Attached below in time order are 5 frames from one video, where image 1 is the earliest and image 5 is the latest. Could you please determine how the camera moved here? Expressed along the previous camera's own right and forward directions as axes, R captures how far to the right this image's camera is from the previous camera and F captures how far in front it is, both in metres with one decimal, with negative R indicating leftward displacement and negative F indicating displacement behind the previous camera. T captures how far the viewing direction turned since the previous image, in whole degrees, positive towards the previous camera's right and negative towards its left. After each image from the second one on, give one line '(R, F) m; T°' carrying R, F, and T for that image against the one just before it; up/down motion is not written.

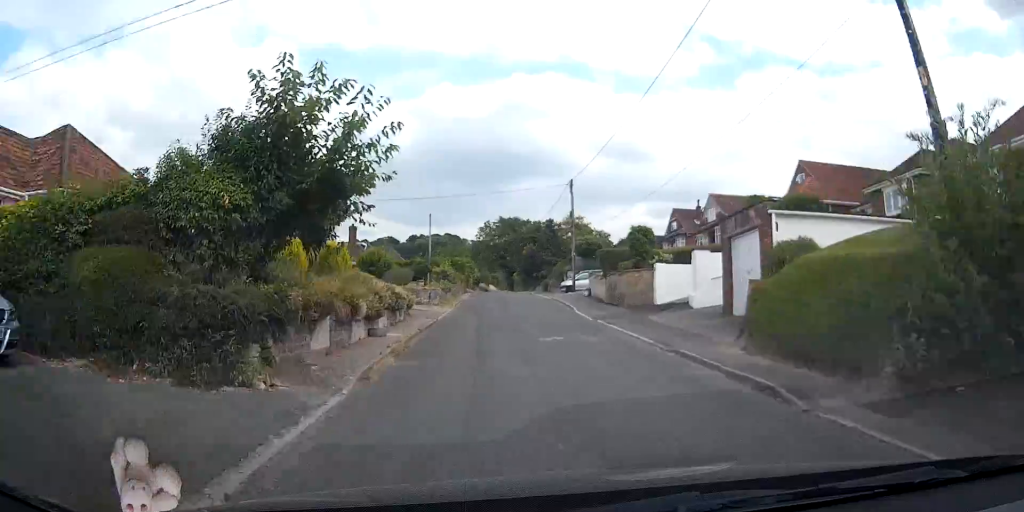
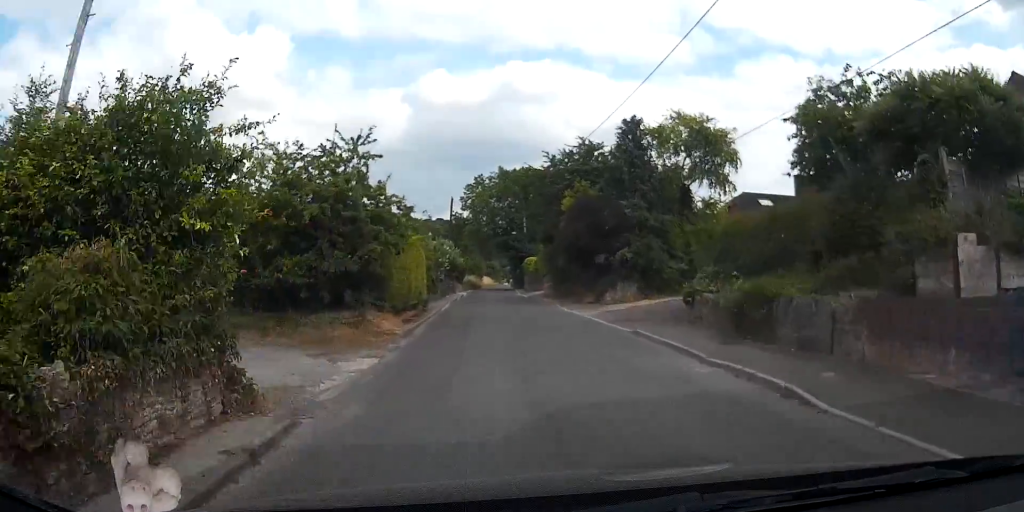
(+0.6, +47.1) m; +1°
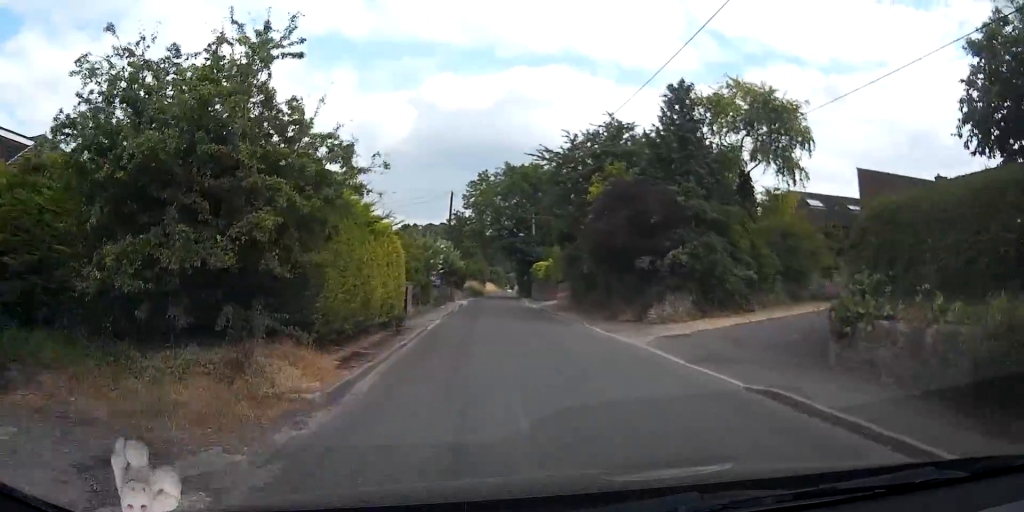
(-0.1, +7.0) m; +1°
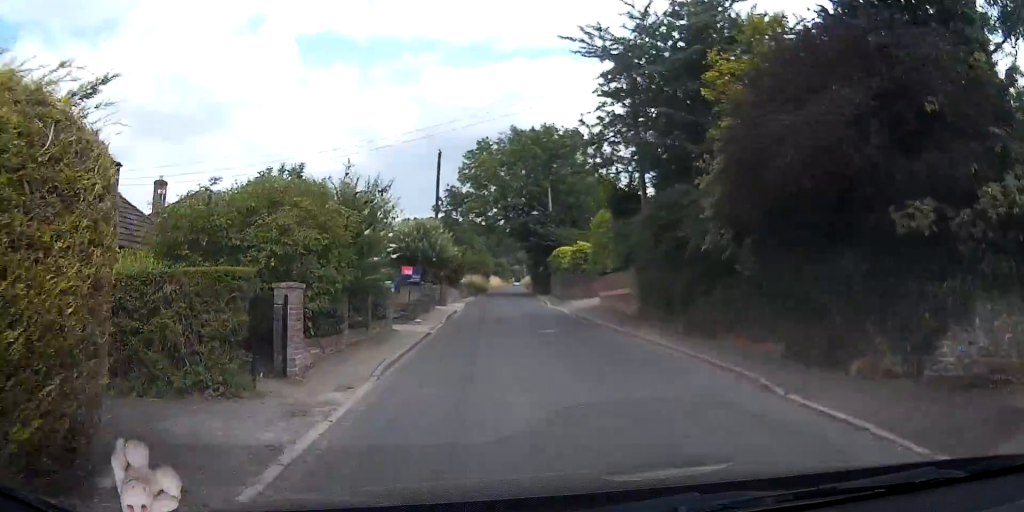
(+0.3, +14.1) m; +1°
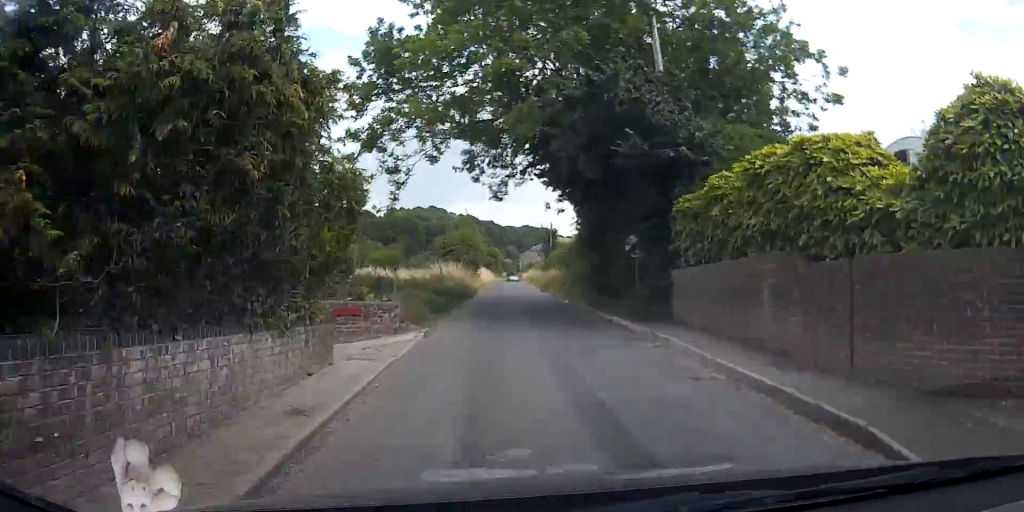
(-0.9, +31.3) m; -2°
